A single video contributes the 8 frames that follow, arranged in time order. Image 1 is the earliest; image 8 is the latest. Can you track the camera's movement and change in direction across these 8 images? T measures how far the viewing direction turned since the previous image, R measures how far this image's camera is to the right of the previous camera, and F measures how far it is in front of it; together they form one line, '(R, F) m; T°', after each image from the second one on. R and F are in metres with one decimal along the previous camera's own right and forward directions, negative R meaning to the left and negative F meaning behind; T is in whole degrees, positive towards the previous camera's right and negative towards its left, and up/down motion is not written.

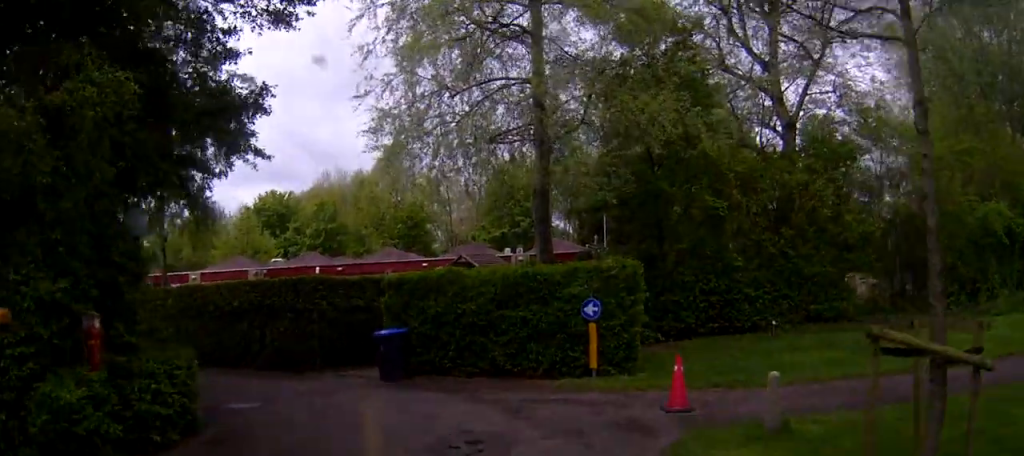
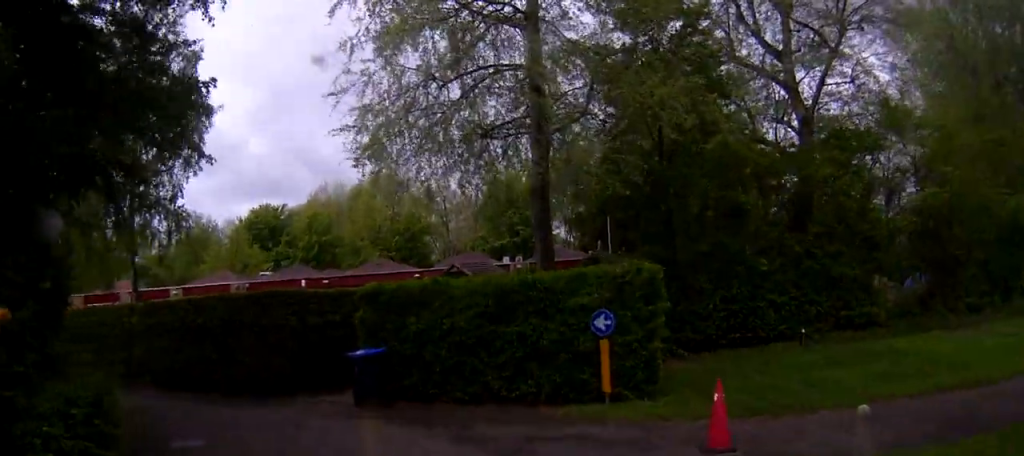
(0.0, +2.1) m; -2°
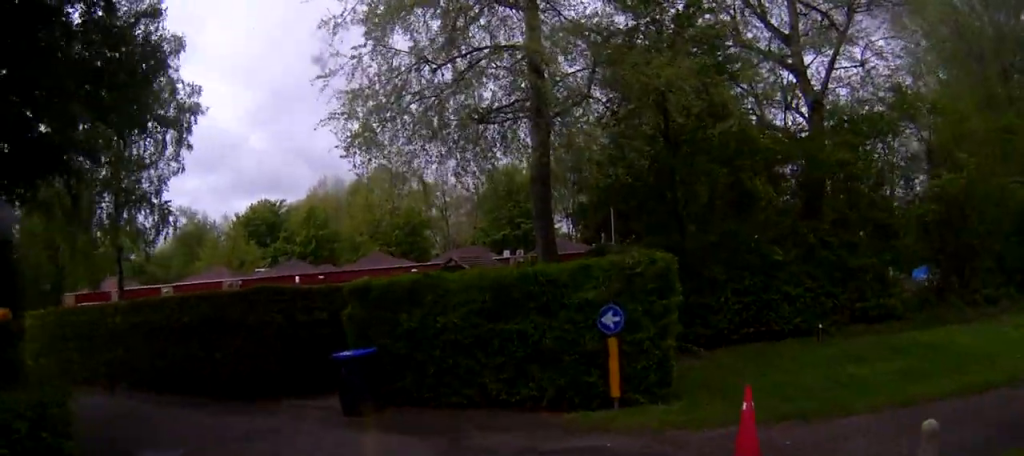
(-0.1, +1.1) m; -1°
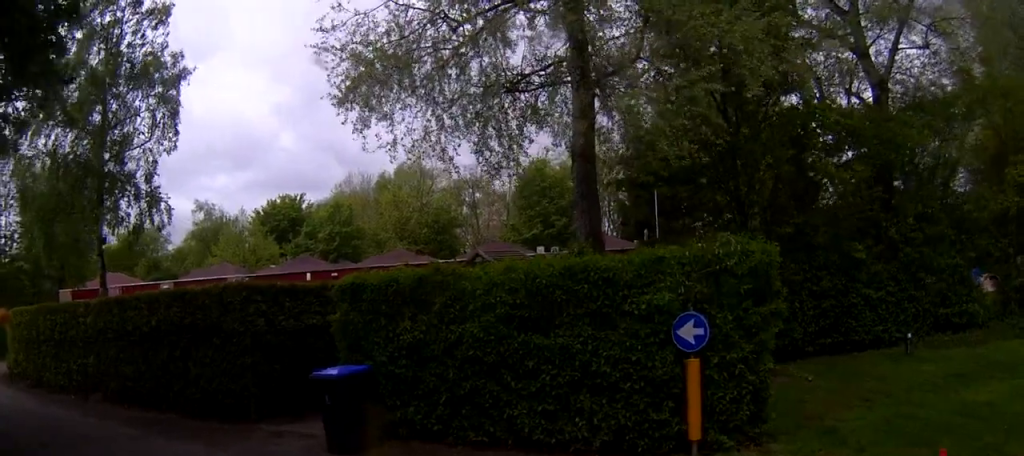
(-0.1, +3.1) m; -6°
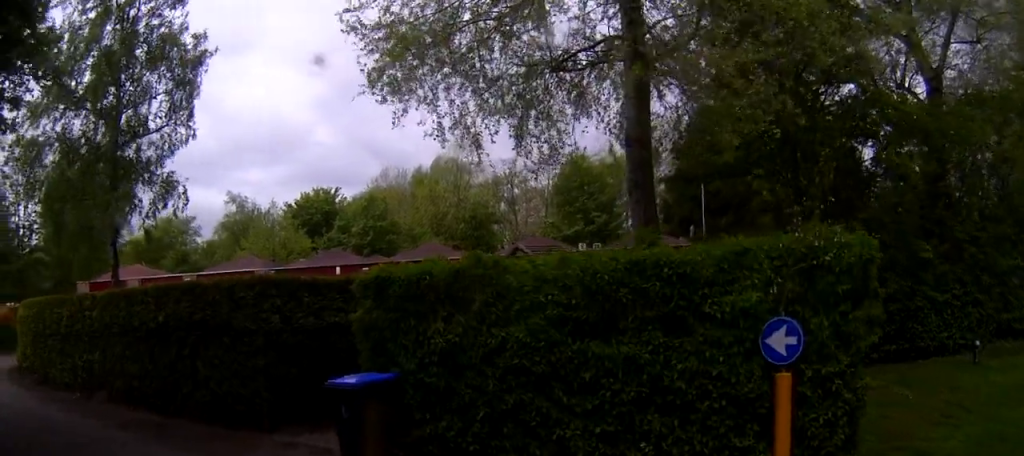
(0.0, +1.5) m; -4°
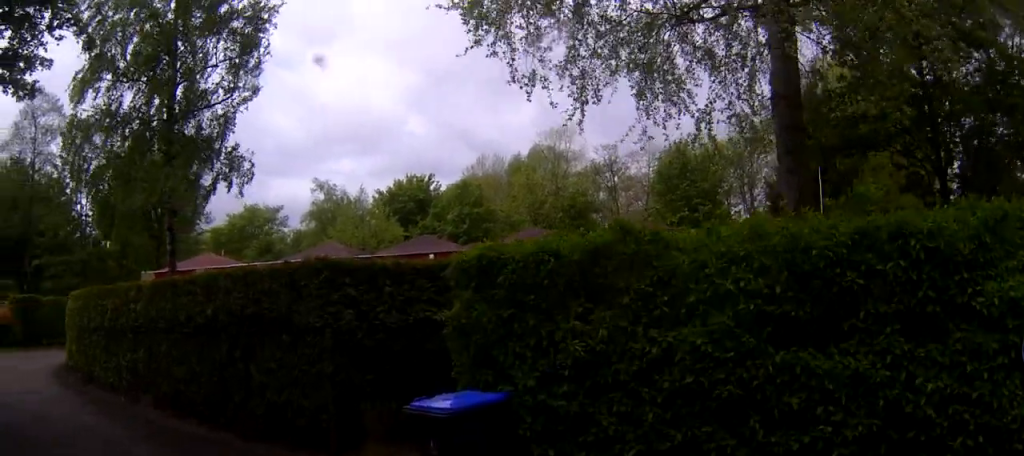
(-0.2, +2.5) m; -9°
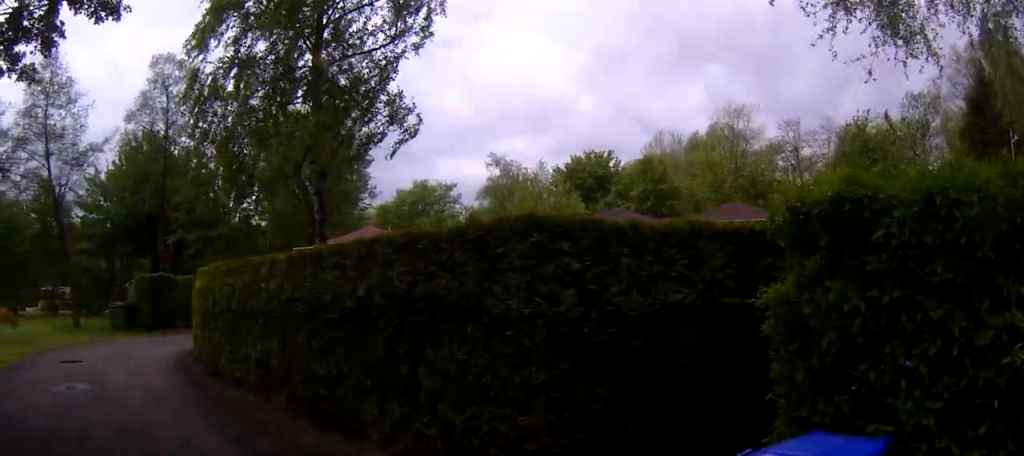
(-0.2, +2.9) m; -10°
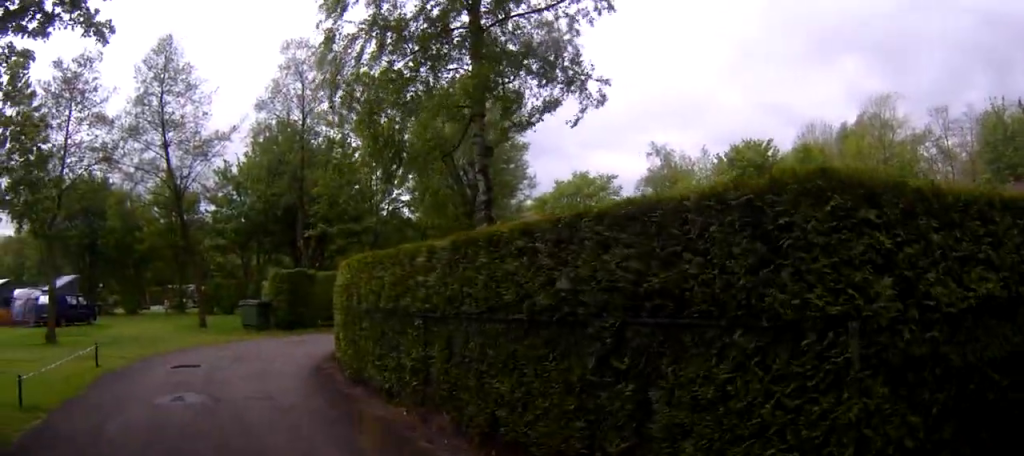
(-0.1, +1.9) m; -11°
